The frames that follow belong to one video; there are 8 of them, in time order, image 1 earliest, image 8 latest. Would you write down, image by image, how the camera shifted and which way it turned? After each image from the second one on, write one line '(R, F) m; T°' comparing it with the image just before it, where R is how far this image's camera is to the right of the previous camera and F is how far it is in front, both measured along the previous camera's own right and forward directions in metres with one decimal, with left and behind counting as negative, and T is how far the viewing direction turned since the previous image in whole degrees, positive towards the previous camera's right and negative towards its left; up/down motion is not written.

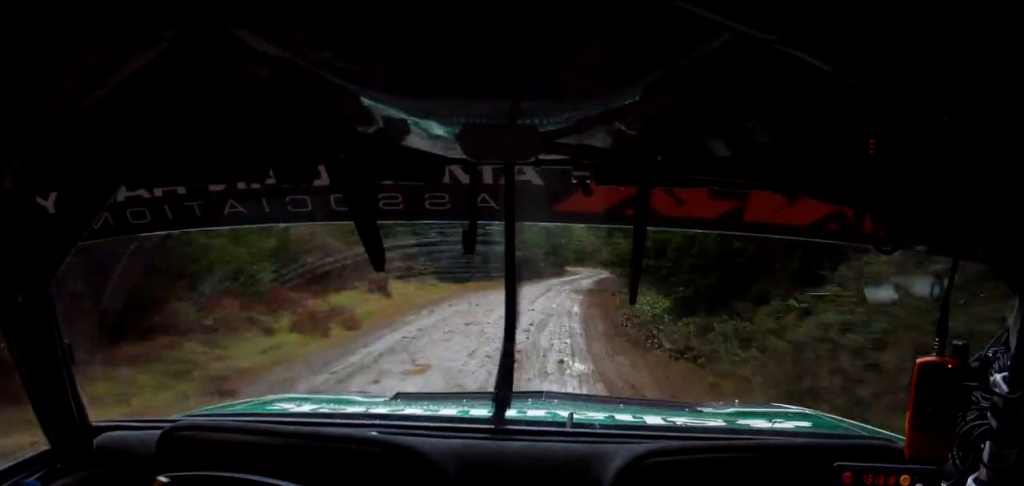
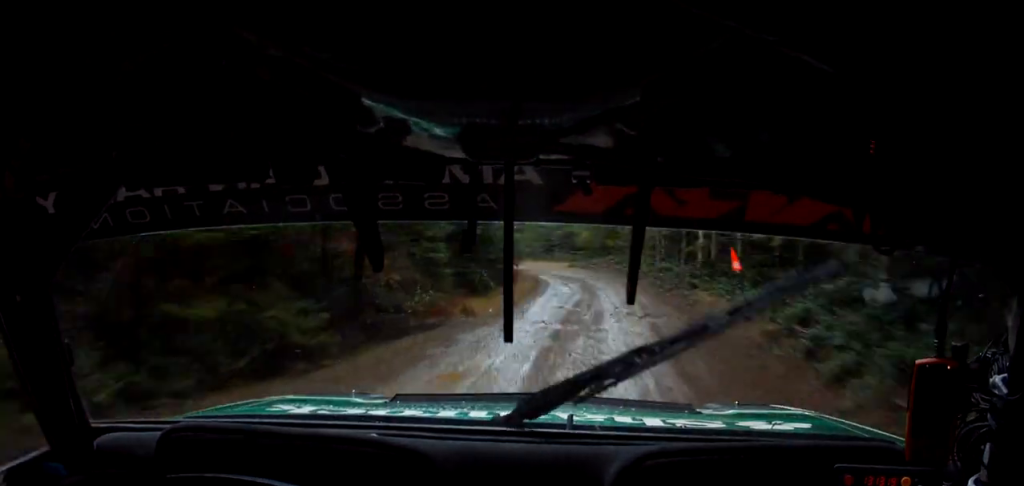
(0.0, +39.9) m; +2°
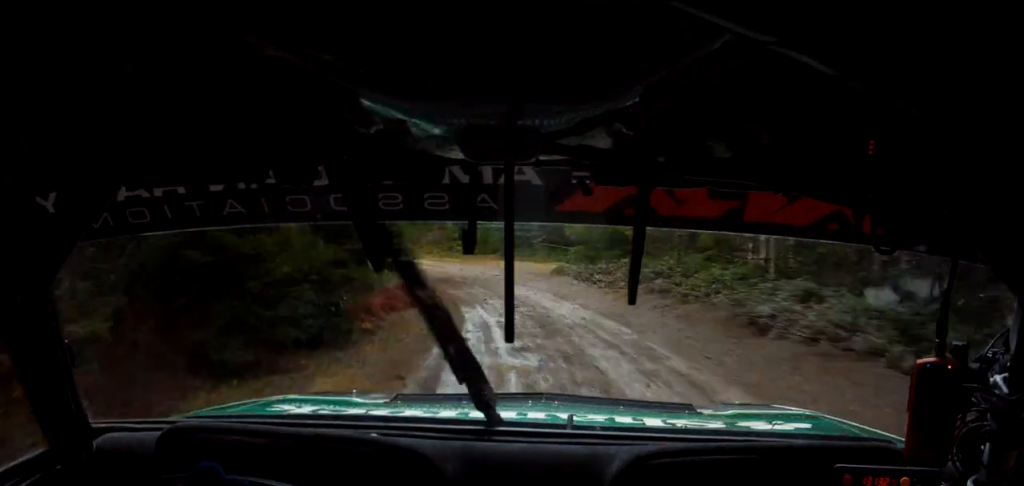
(+1.2, +24.8) m; +3°
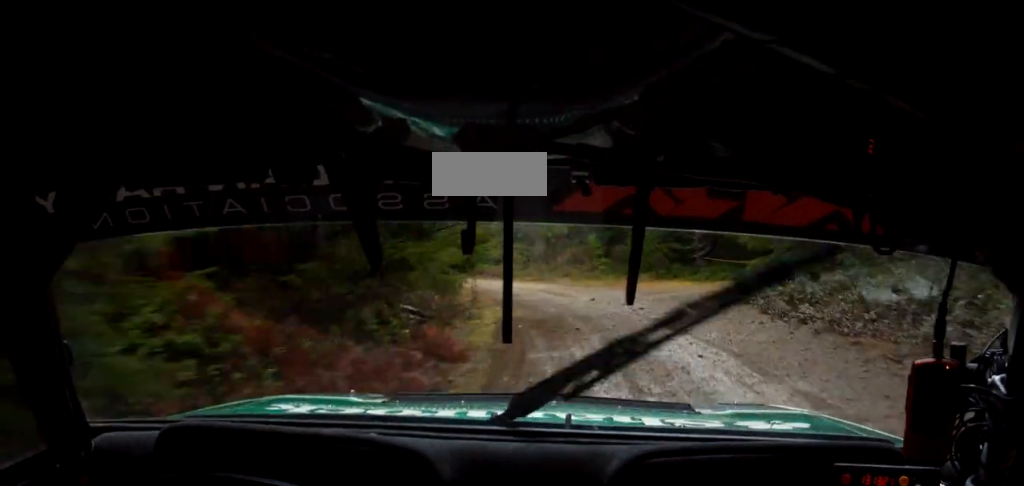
(+0.7, +10.4) m; -1°
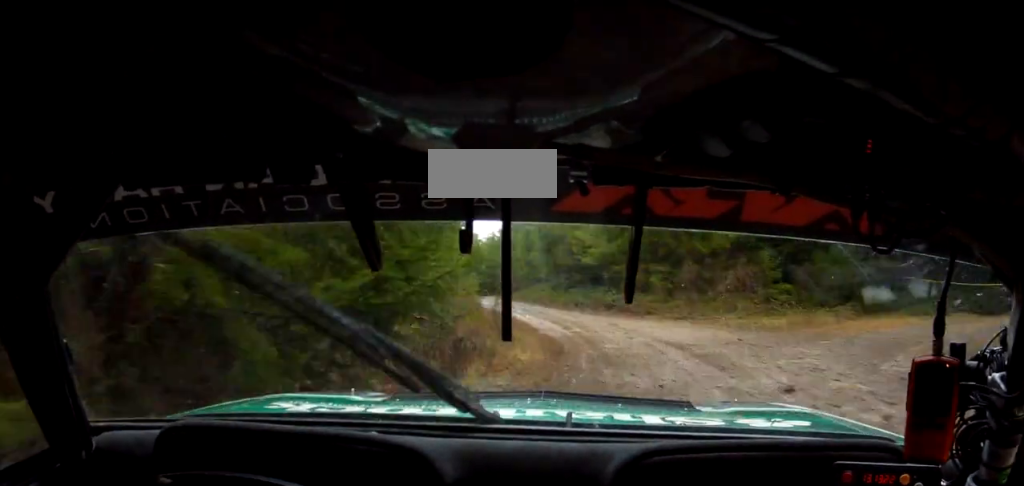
(-1.1, +14.3) m; -8°
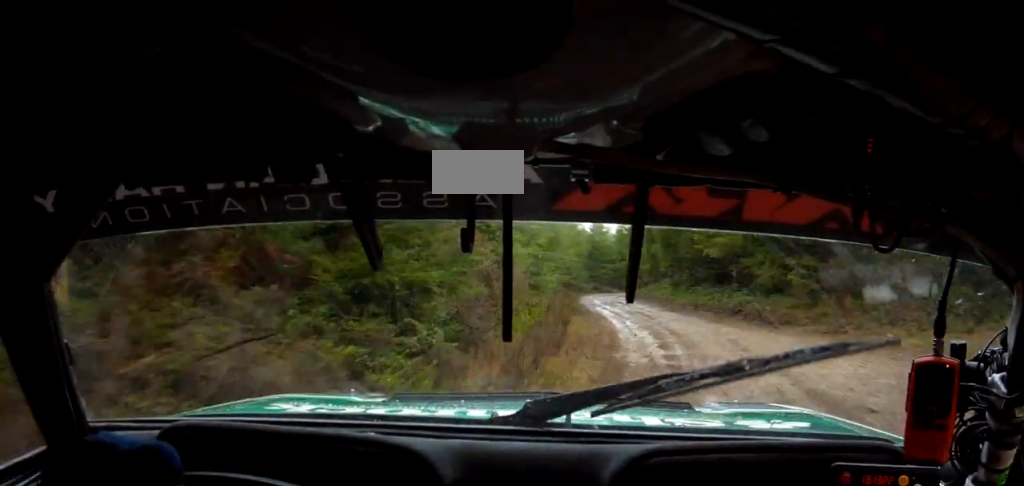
(-0.4, +7.9) m; -4°
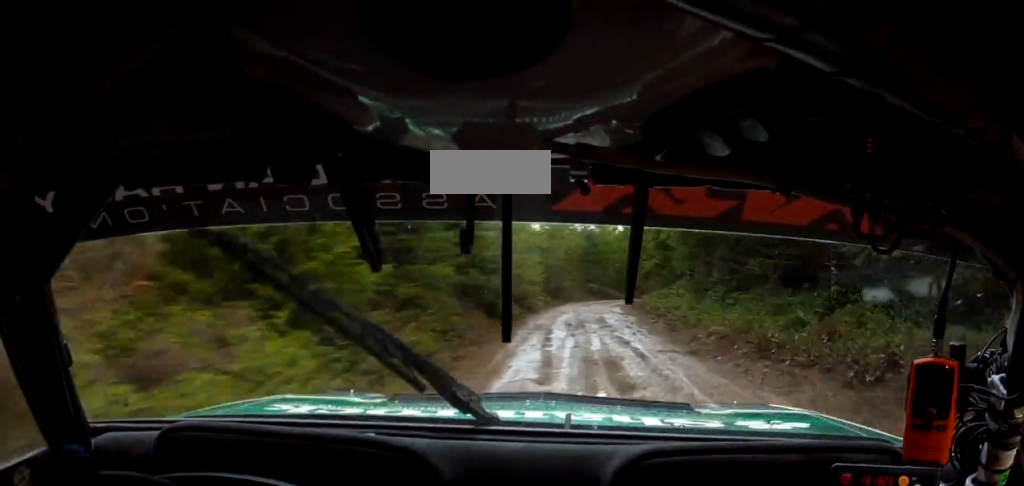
(-1.6, +19.3) m; -6°
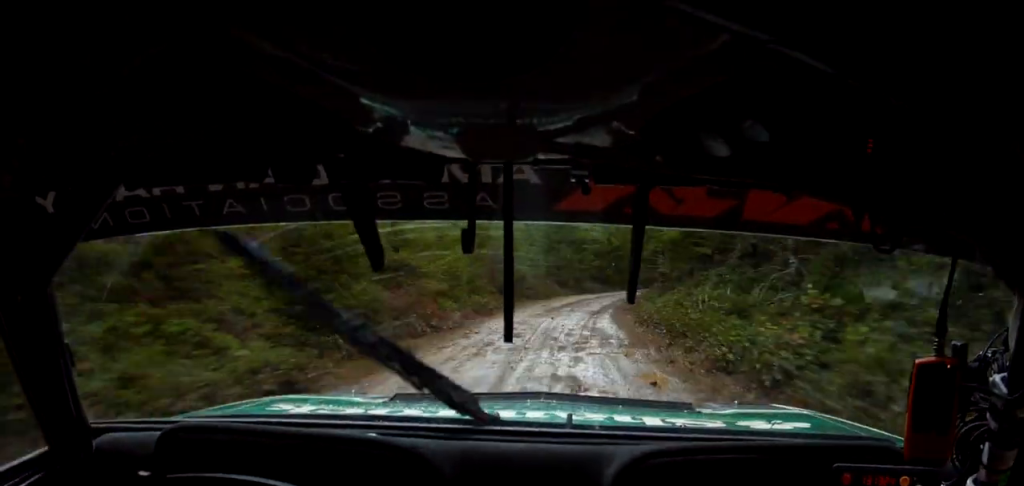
(-0.5, +19.2) m; -2°
